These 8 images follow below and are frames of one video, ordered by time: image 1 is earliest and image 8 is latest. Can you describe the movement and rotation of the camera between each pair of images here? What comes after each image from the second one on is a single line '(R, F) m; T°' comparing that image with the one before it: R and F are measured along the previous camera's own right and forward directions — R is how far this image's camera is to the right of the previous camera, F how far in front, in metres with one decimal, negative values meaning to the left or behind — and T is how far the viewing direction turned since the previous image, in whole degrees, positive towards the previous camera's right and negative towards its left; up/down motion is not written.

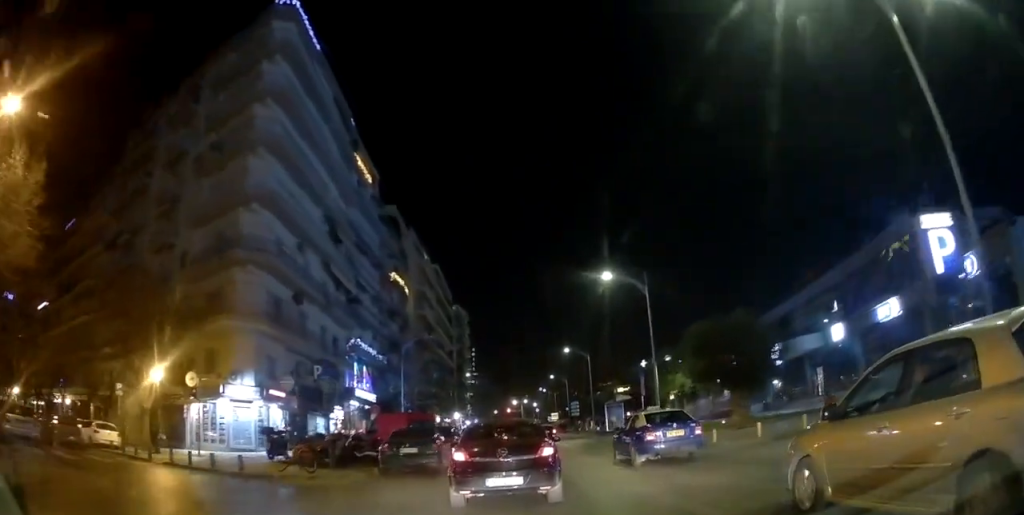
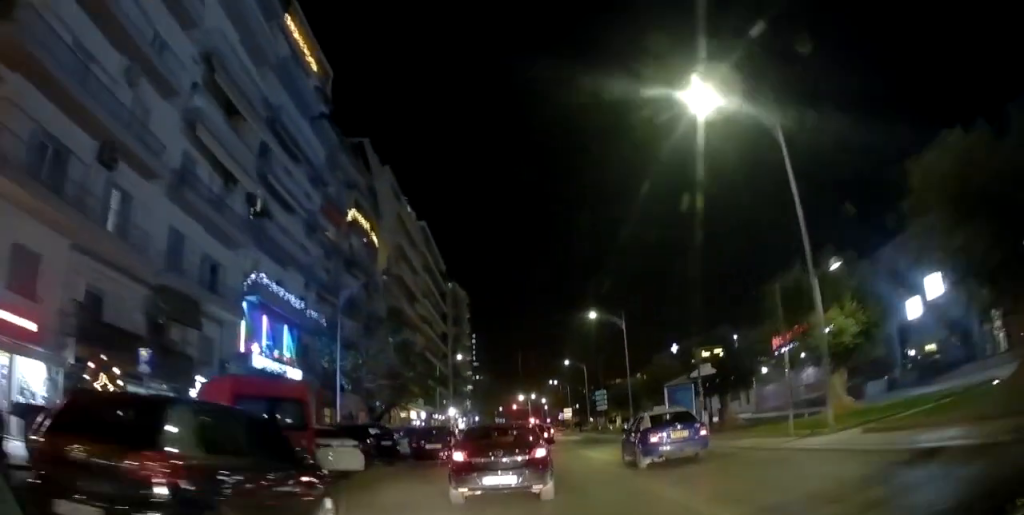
(-0.1, +17.8) m; +1°
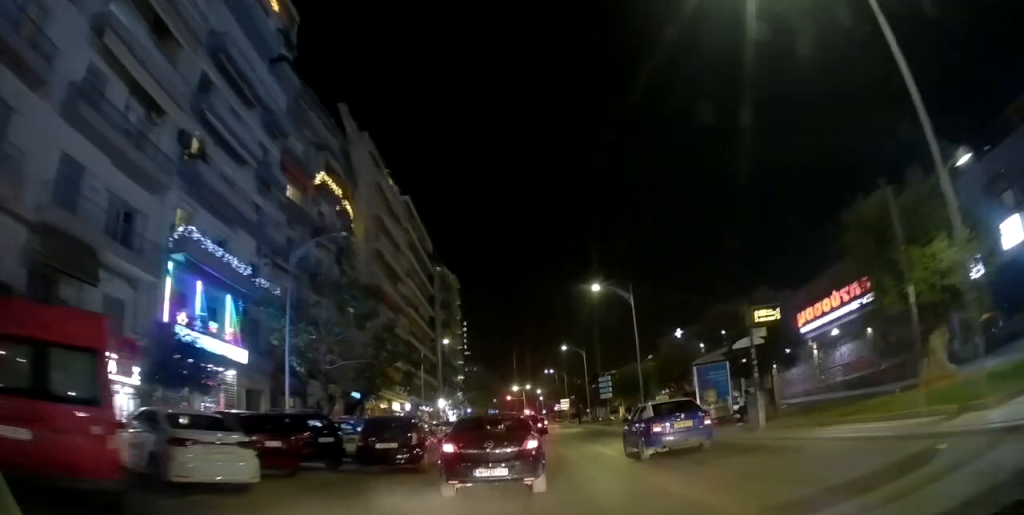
(+0.1, +5.9) m; +1°
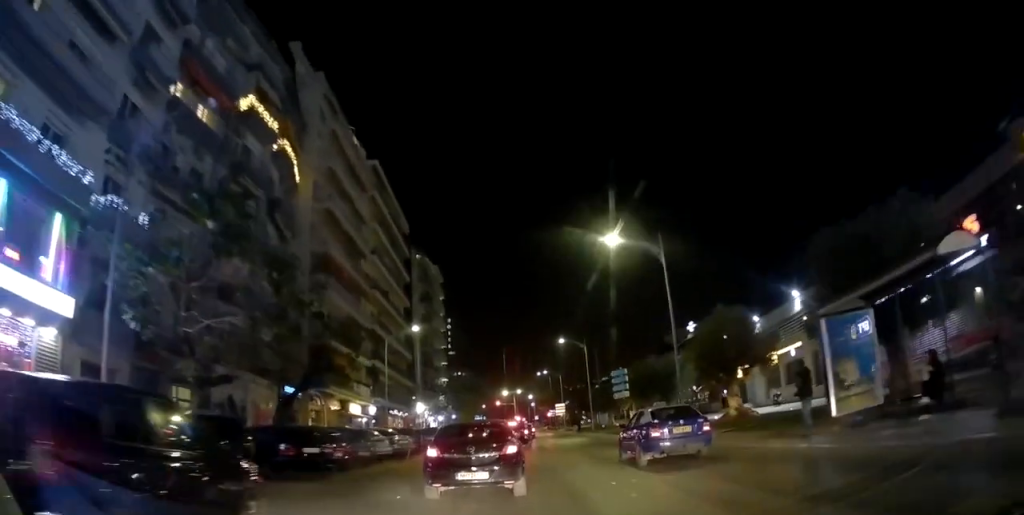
(+0.1, +12.0) m; -2°
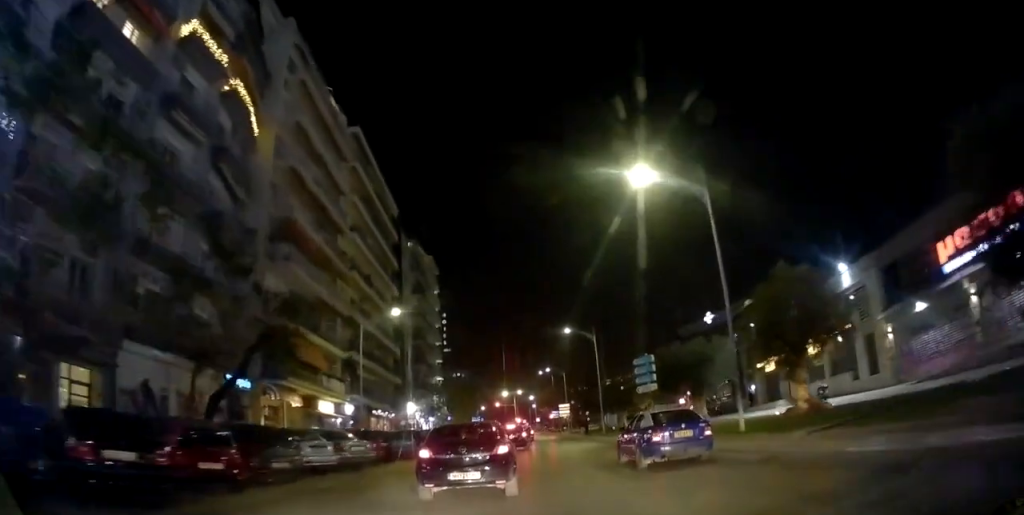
(-0.2, +7.7) m; 0°
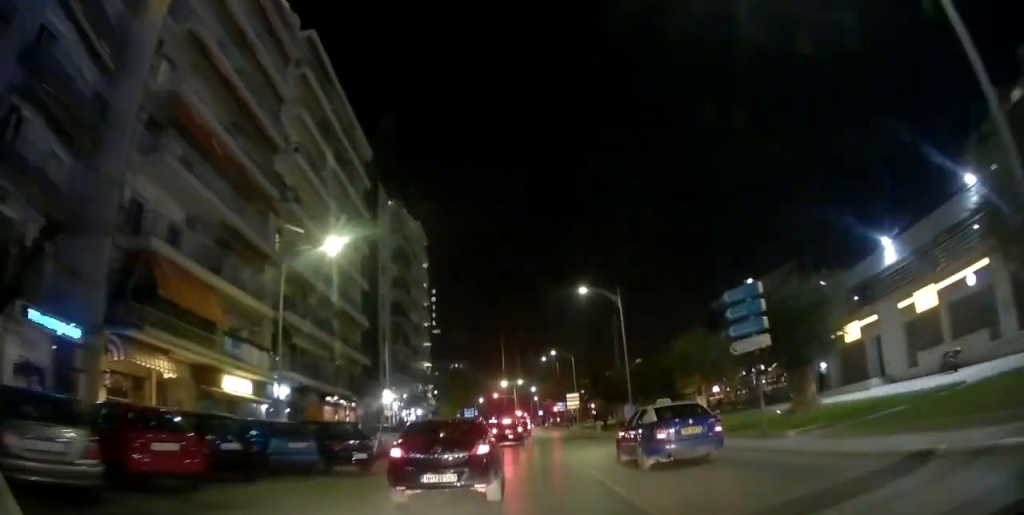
(+0.1, +13.1) m; 0°
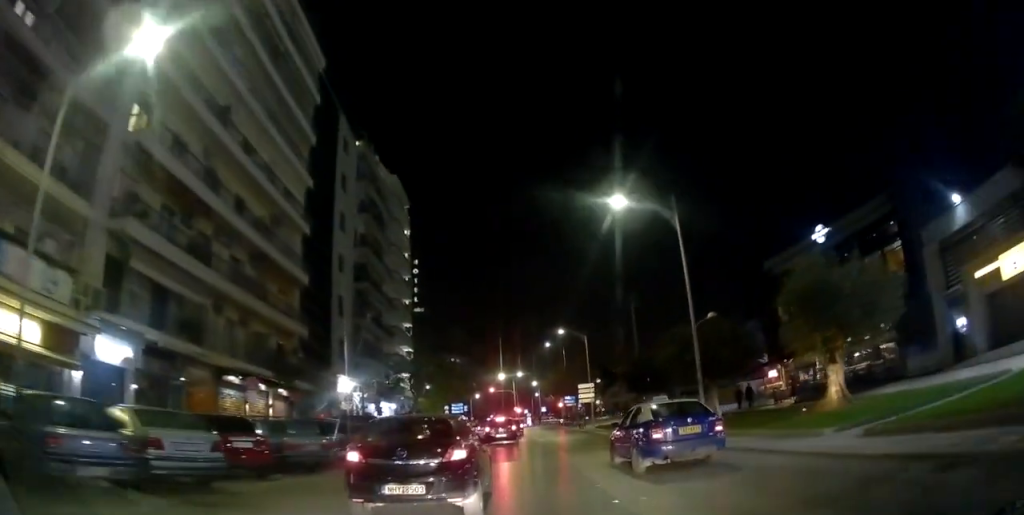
(-0.2, +14.9) m; 0°
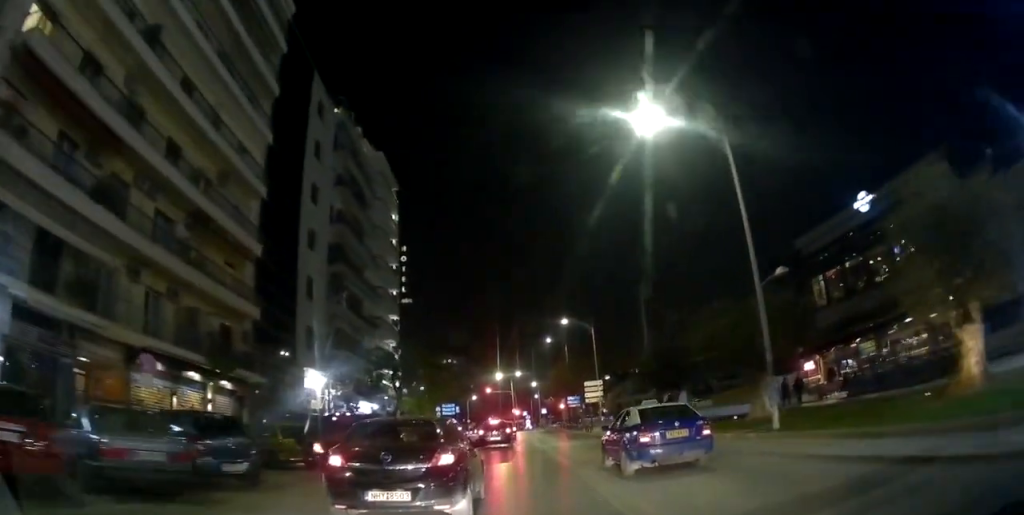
(+0.2, +7.0) m; 0°
